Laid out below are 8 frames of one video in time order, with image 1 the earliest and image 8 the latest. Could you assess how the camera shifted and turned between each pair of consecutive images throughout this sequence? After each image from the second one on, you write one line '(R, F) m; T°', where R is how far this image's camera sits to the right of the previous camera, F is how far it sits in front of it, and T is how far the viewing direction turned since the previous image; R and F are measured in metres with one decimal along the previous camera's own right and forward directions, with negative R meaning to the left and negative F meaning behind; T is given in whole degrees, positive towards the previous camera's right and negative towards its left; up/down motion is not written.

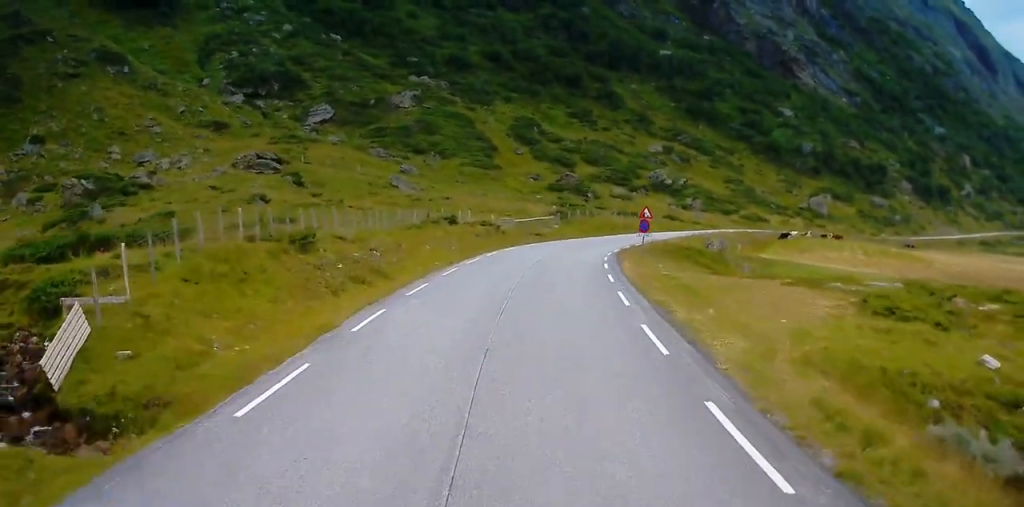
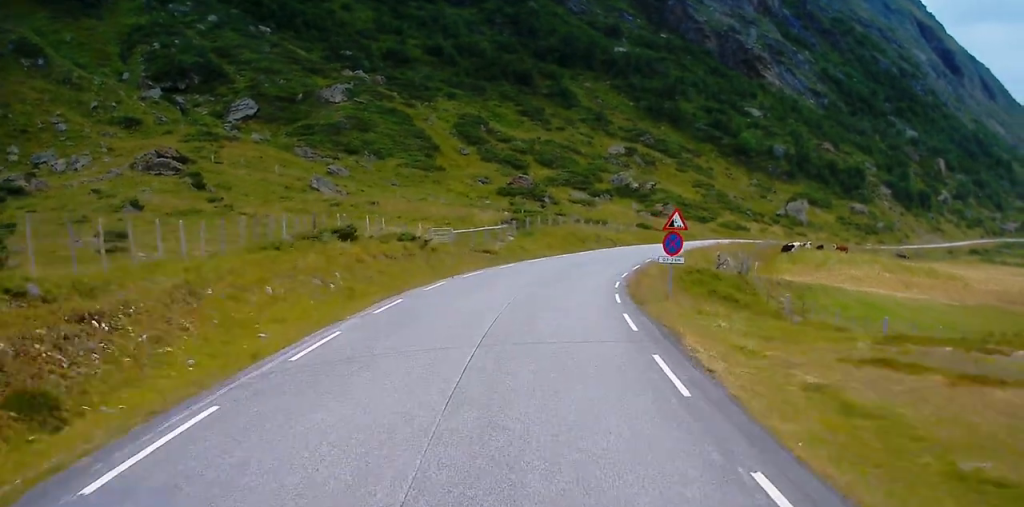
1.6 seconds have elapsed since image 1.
(+1.0, +20.7) m; +4°
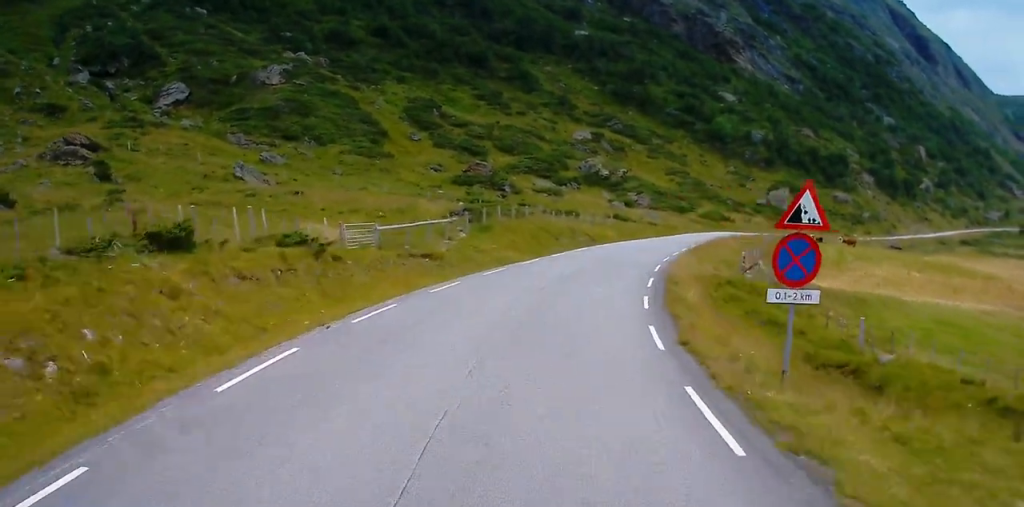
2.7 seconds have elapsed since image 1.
(+0.1, +15.8) m; +6°
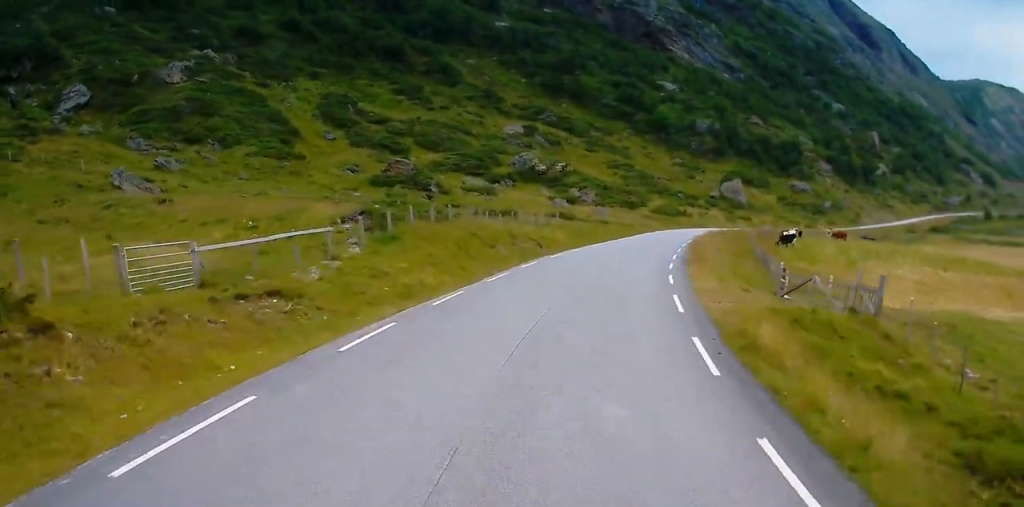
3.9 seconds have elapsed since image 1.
(+2.6, +16.0) m; +16°
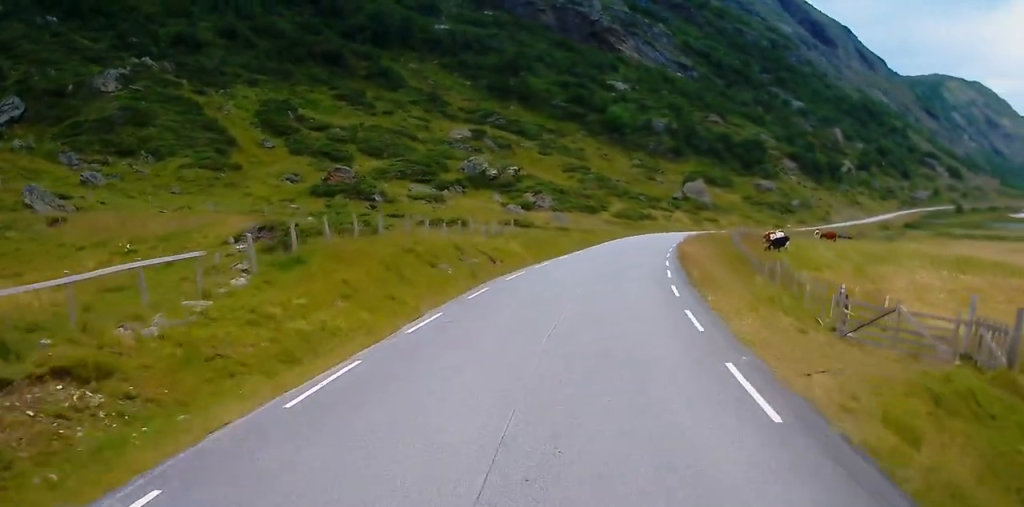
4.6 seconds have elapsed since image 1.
(+3.1, +9.8) m; -9°
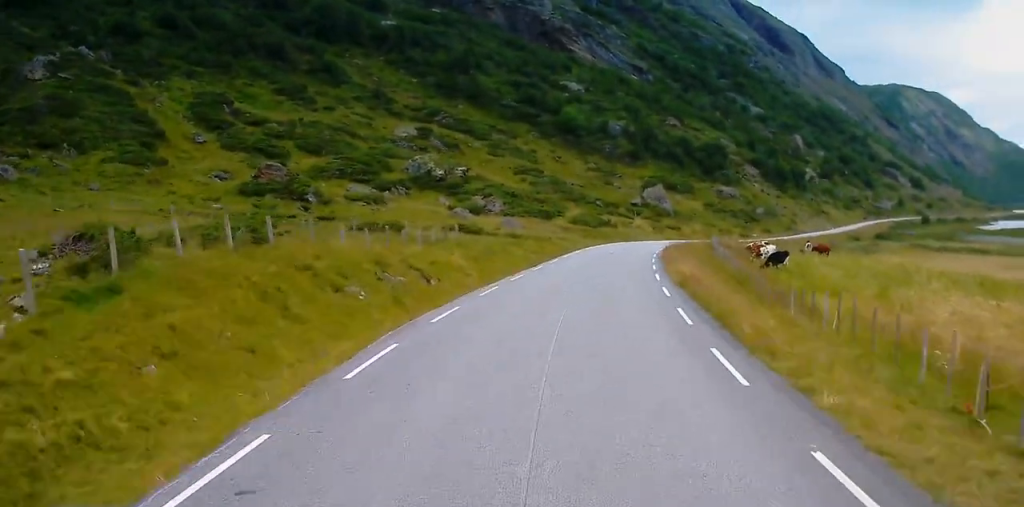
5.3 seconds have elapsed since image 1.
(-4.4, +8.0) m; -11°
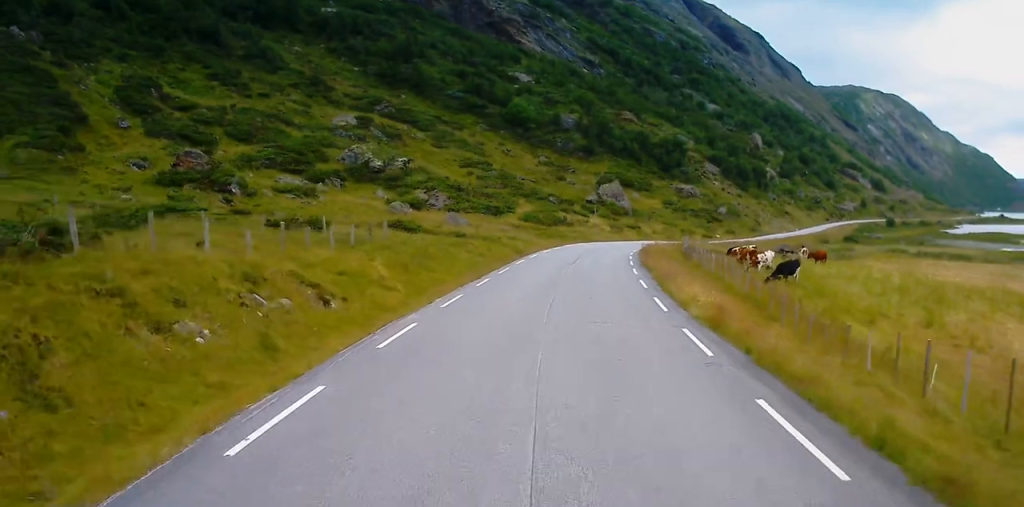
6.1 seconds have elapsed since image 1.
(0.0, +9.5) m; +6°
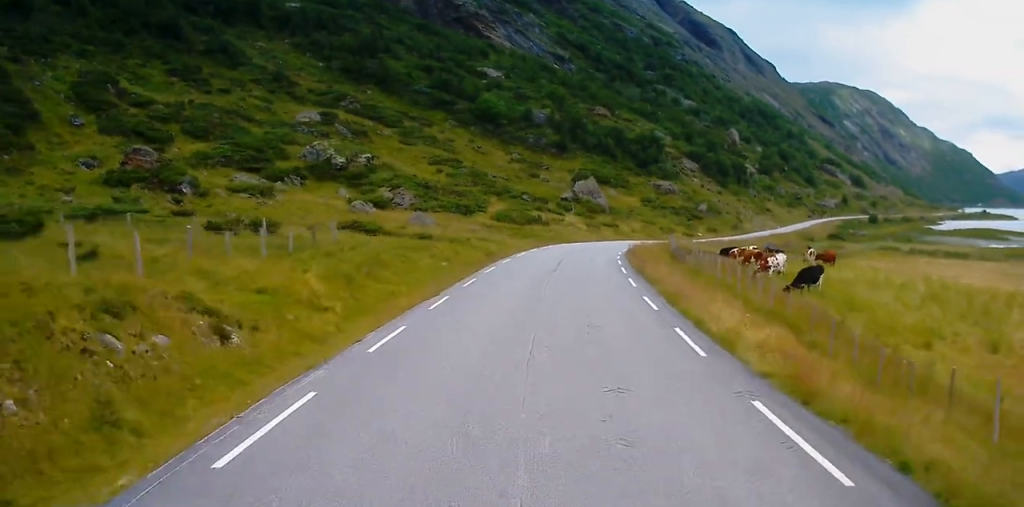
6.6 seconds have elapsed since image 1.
(+1.0, +6.5) m; +11°
